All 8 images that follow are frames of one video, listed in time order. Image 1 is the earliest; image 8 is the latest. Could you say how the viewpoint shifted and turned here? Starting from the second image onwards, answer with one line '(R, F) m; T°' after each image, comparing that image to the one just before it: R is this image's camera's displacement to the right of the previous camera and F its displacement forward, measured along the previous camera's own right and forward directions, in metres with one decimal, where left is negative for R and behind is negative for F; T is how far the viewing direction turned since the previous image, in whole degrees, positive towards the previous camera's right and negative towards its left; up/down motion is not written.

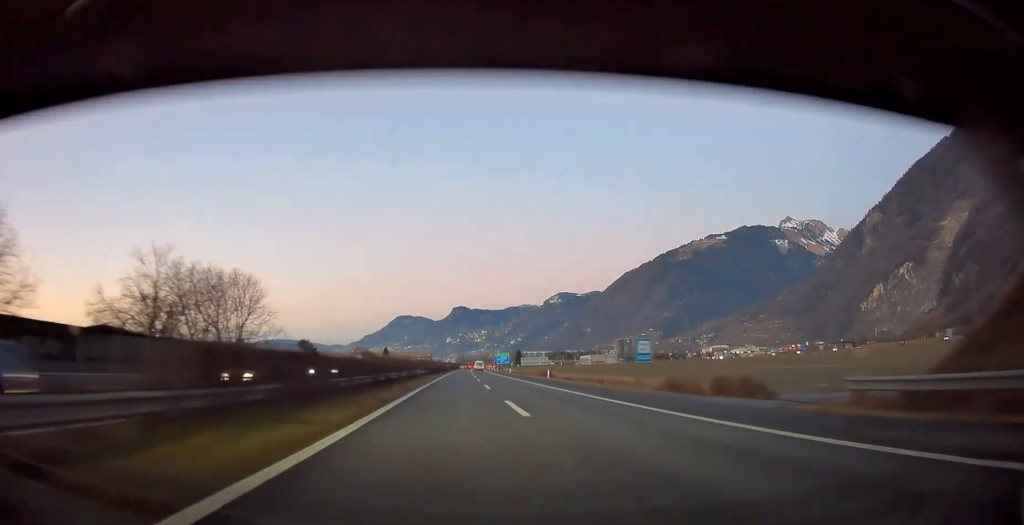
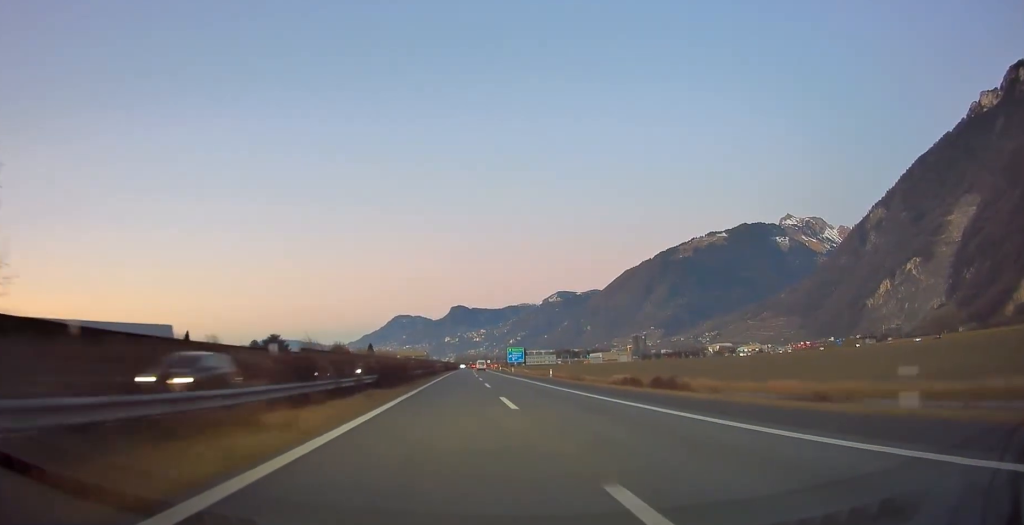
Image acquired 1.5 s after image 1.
(+0.3, +51.6) m; 0°
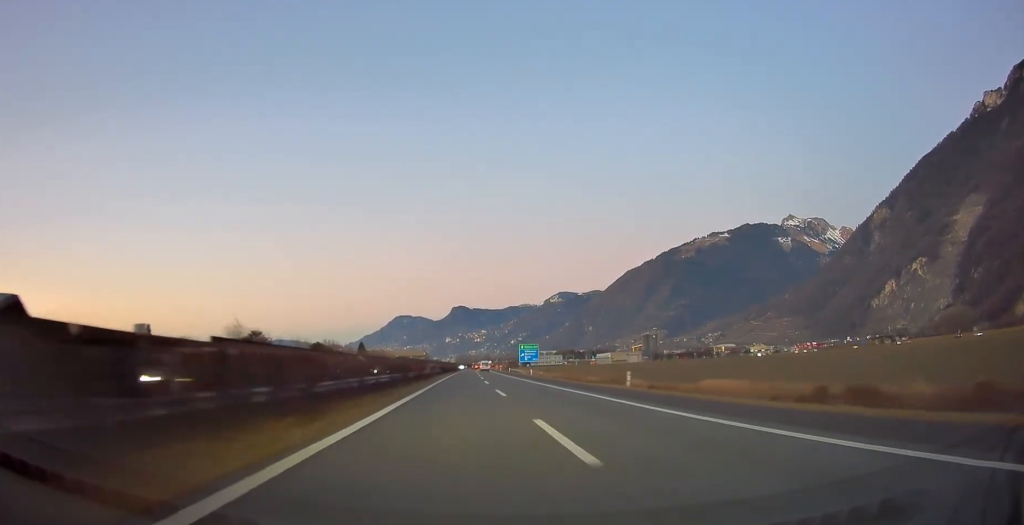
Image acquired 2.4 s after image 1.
(0.0, +28.1) m; 0°
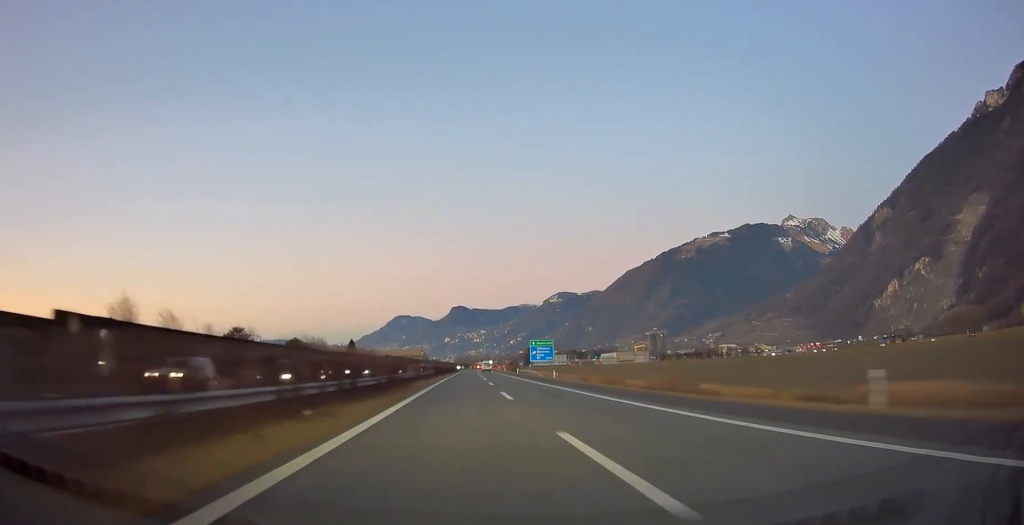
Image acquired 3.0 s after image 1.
(0.0, +21.4) m; 0°
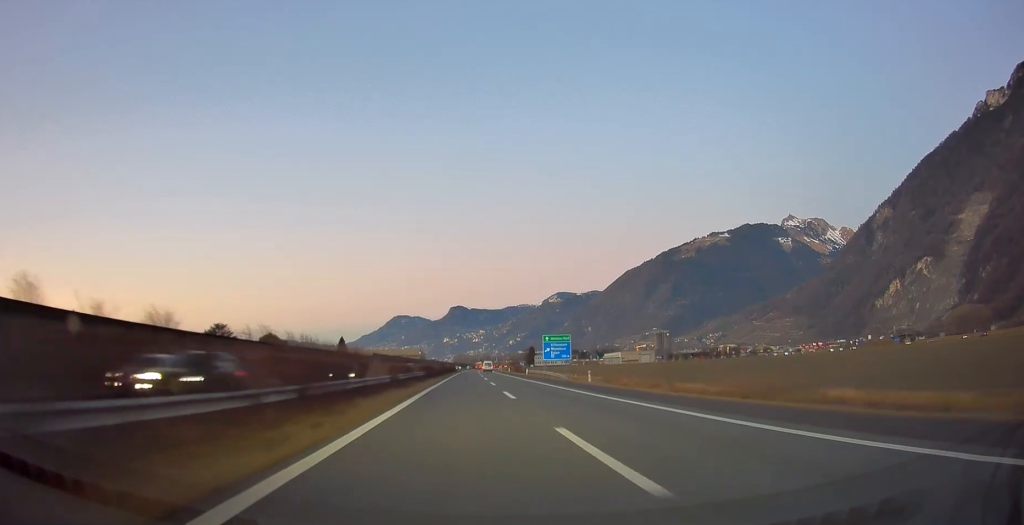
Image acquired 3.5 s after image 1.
(+0.1, +16.9) m; 0°
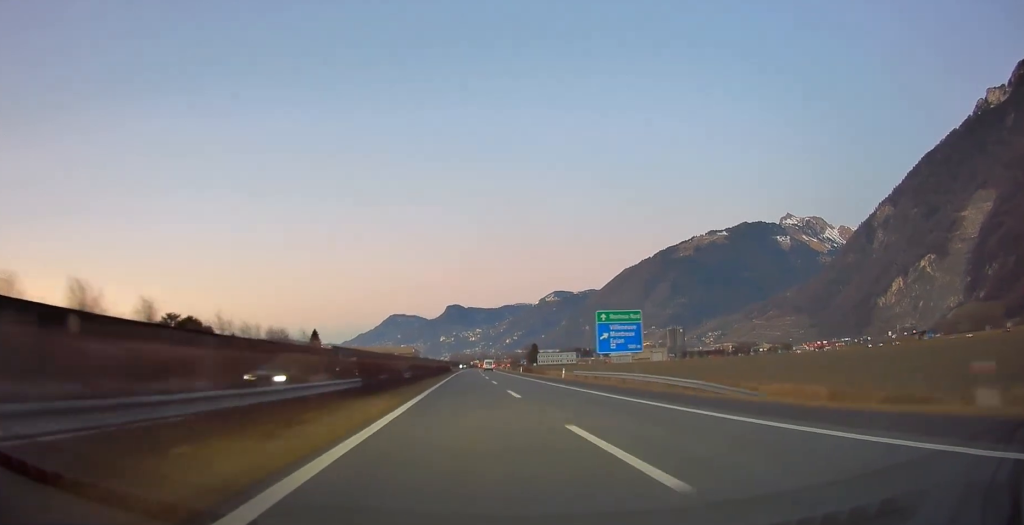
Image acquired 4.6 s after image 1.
(0.0, +36.1) m; 0°
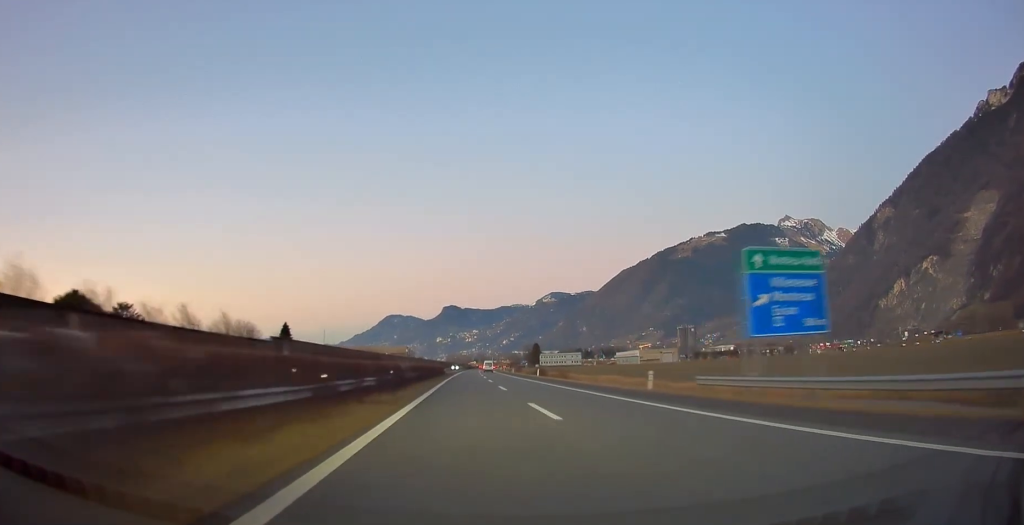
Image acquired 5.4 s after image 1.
(+0.1, +28.1) m; 0°
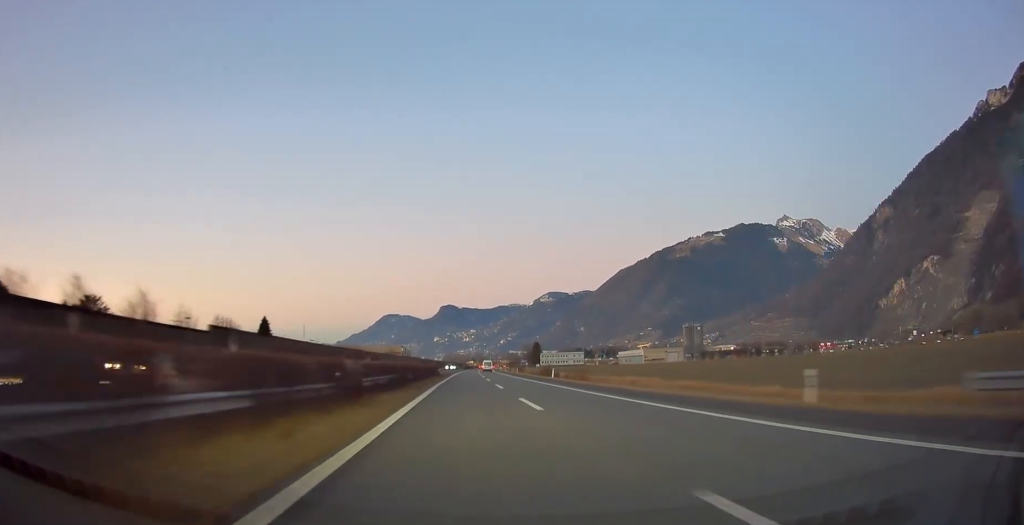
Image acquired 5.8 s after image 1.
(0.0, +14.6) m; 0°
